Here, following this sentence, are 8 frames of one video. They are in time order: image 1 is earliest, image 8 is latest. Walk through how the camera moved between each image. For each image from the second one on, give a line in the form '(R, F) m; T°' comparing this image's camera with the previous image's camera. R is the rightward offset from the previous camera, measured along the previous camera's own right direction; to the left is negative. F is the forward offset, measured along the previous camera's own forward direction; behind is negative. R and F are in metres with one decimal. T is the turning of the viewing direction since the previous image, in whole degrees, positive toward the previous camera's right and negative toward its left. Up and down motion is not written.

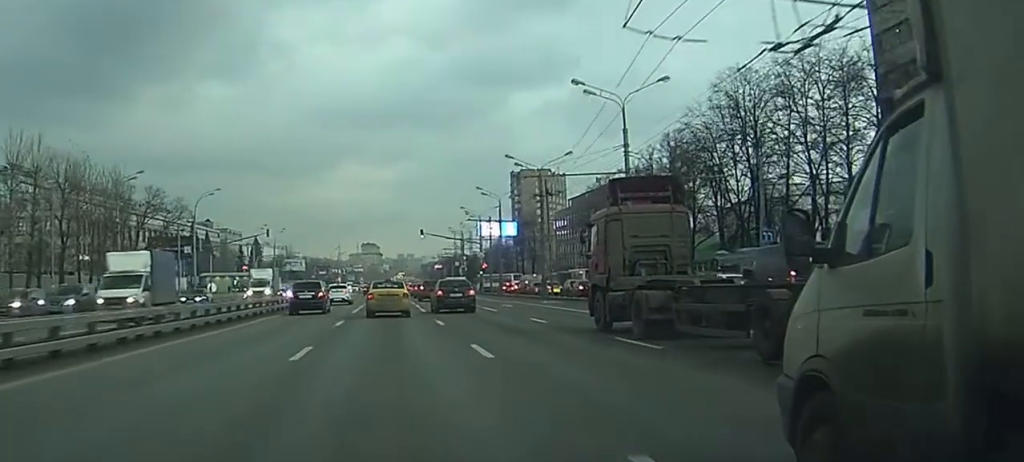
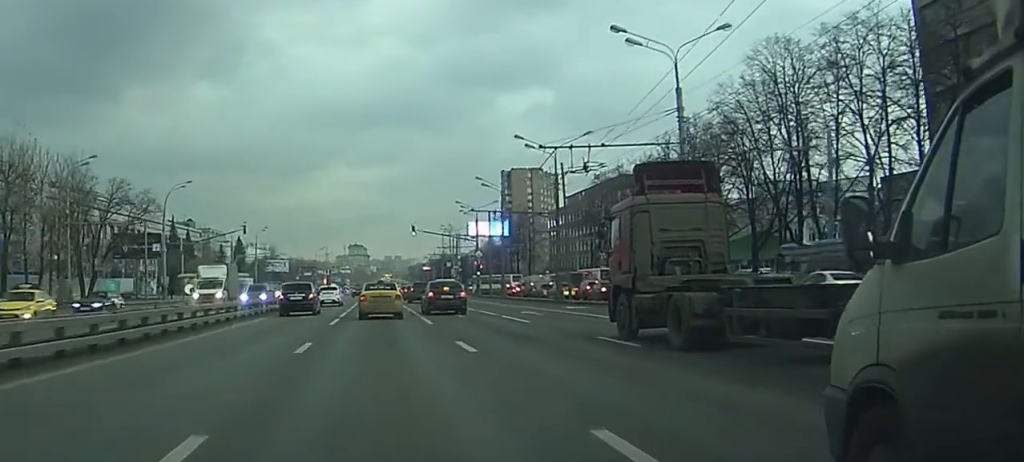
(+0.2, +10.5) m; +1°
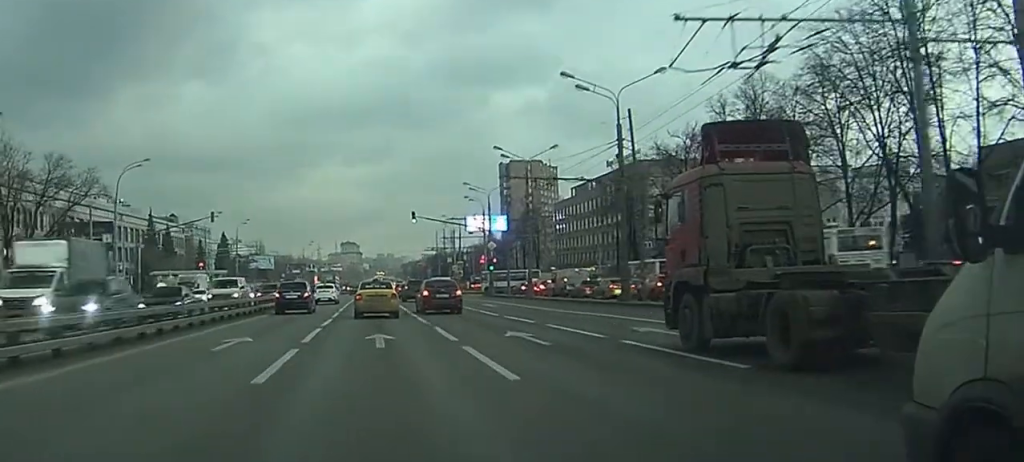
(+0.1, +17.8) m; 0°
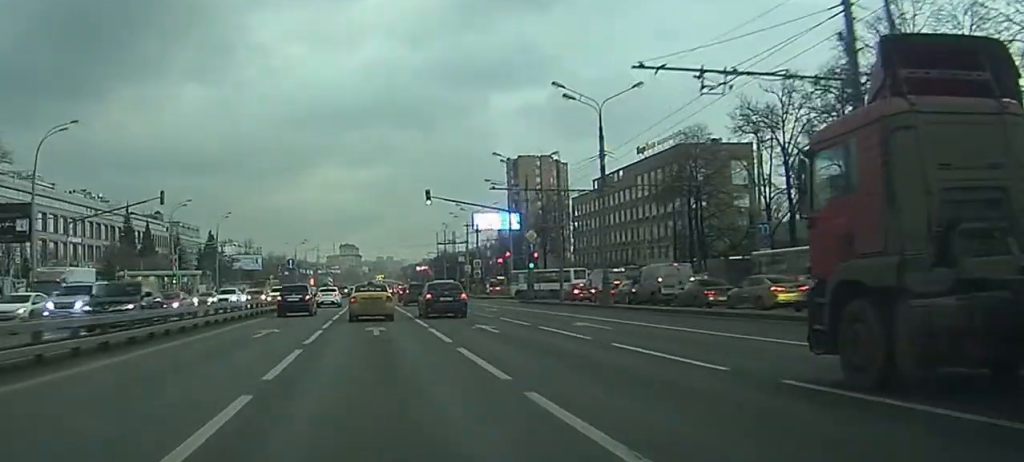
(-0.1, +22.5) m; 0°
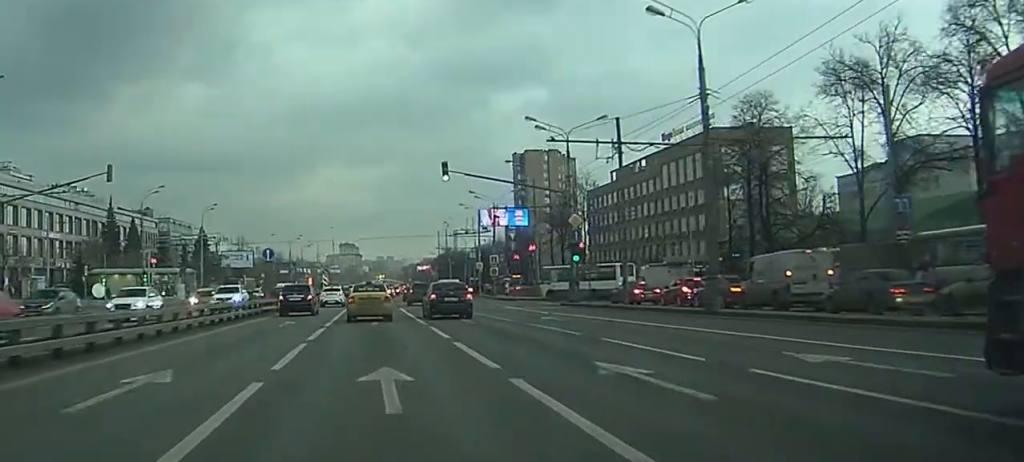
(0.0, +14.6) m; 0°
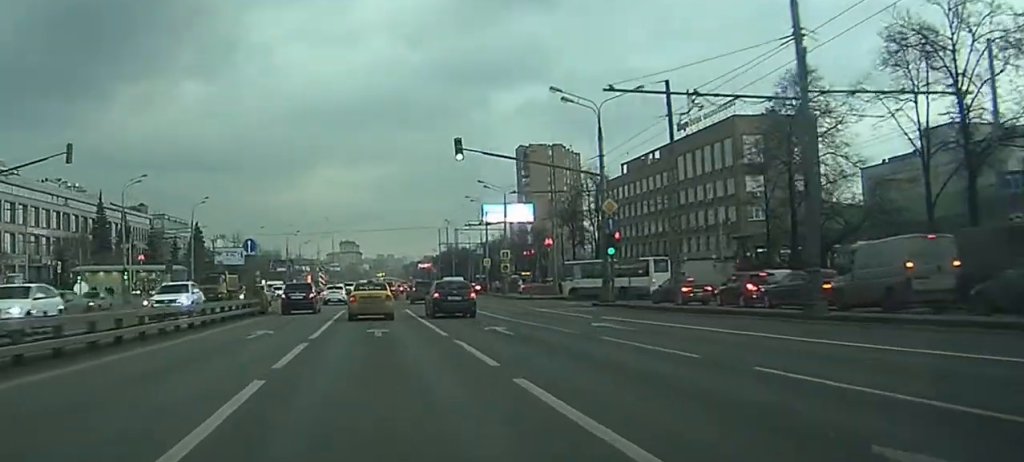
(0.0, +7.7) m; 0°
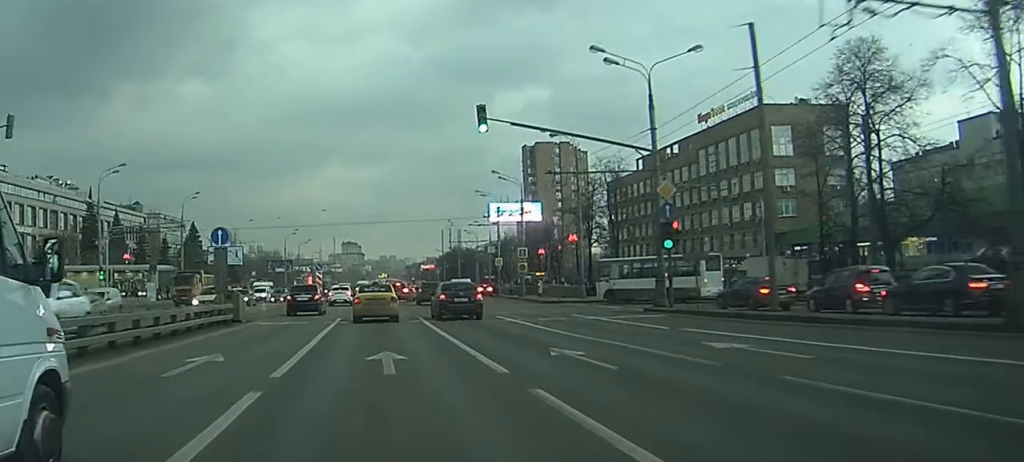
(0.0, +8.7) m; 0°
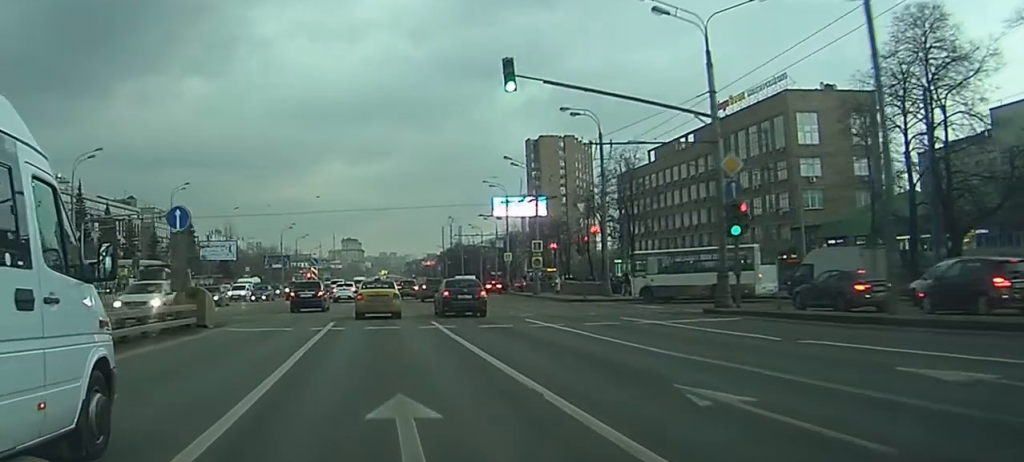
(0.0, +7.2) m; 0°
